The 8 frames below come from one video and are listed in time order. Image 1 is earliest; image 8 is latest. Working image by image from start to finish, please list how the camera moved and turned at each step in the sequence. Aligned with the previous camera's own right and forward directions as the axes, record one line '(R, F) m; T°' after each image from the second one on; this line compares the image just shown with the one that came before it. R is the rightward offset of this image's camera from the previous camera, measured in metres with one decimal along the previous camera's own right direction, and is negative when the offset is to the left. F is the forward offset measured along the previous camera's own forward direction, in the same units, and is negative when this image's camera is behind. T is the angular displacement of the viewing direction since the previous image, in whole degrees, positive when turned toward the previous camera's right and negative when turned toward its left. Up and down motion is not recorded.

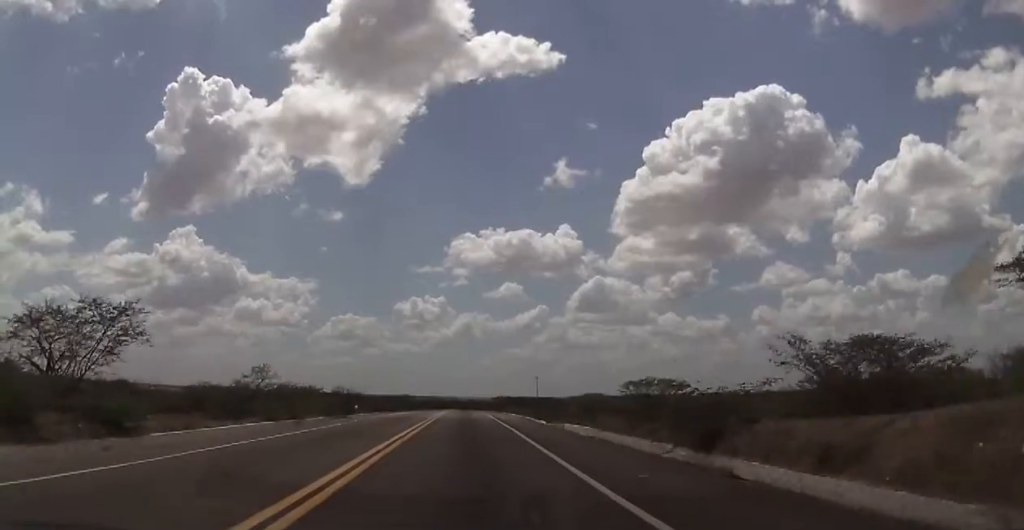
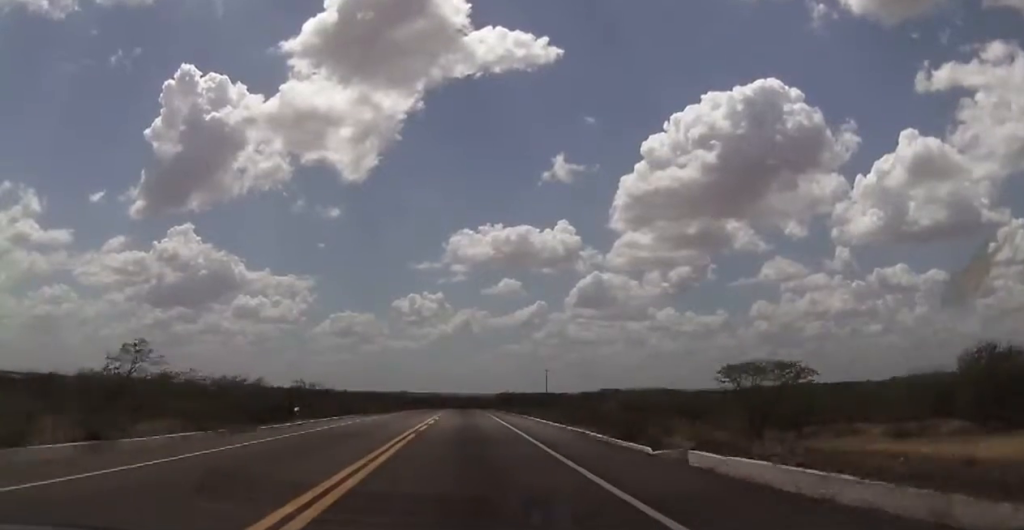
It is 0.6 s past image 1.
(+0.1, +20.3) m; 0°
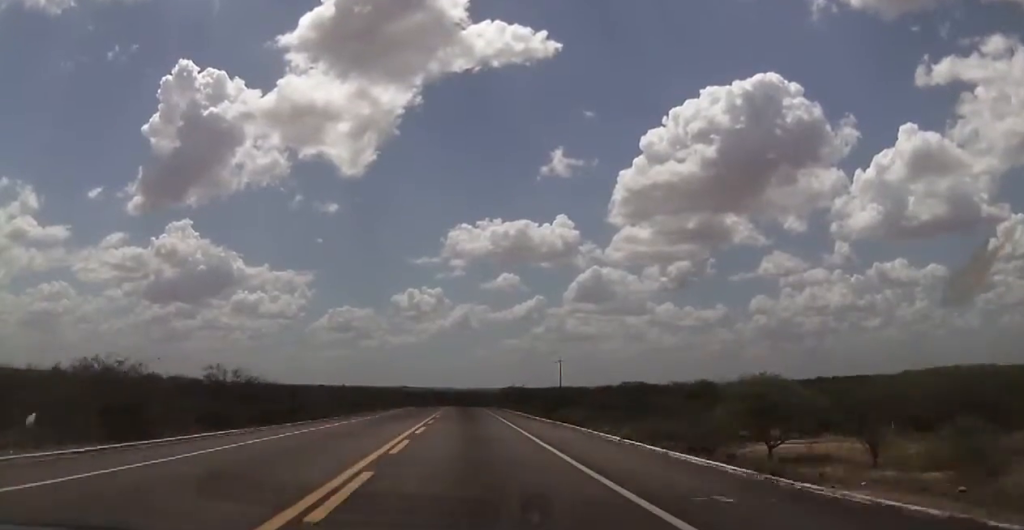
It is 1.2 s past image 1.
(0.0, +22.9) m; 0°
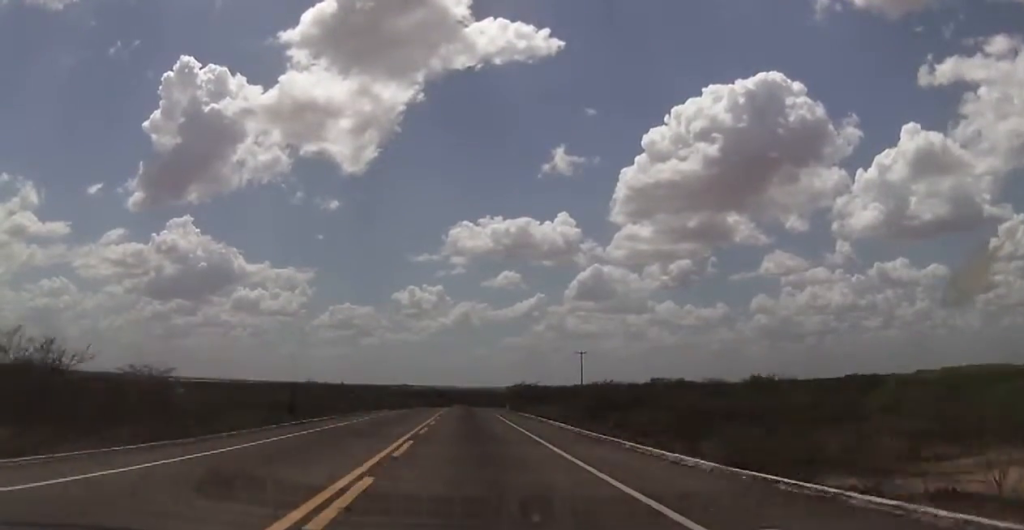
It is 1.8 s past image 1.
(0.0, +21.7) m; 0°
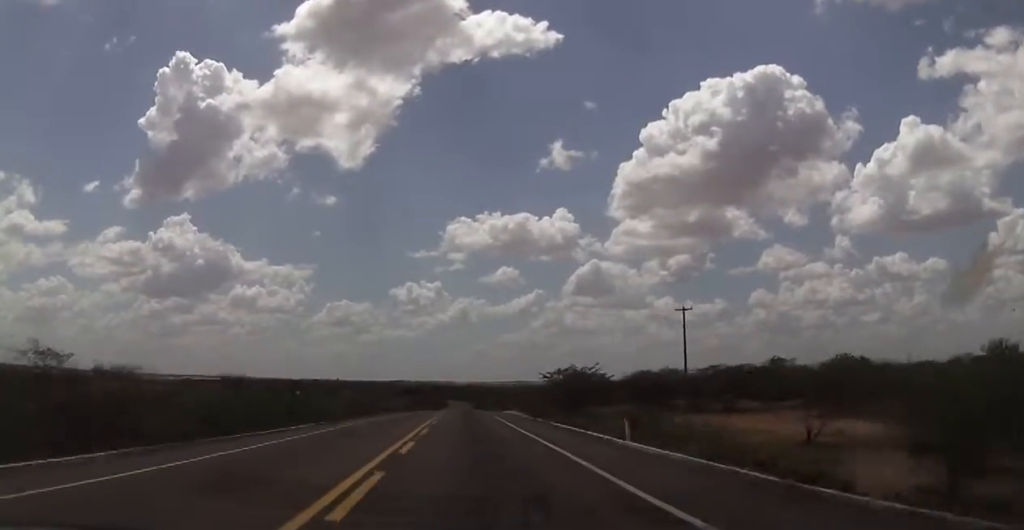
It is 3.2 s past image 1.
(0.0, +49.8) m; 0°
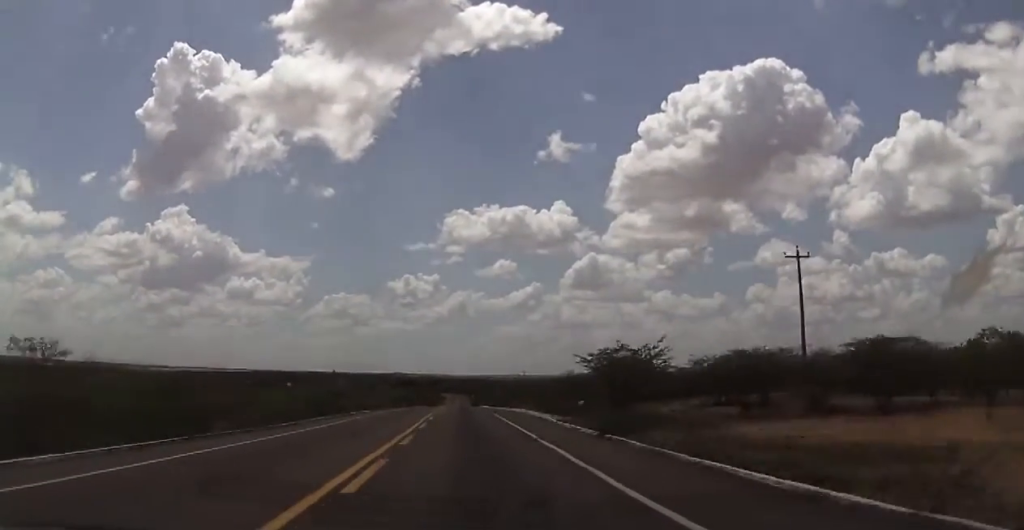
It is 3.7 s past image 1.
(0.0, +20.8) m; 0°
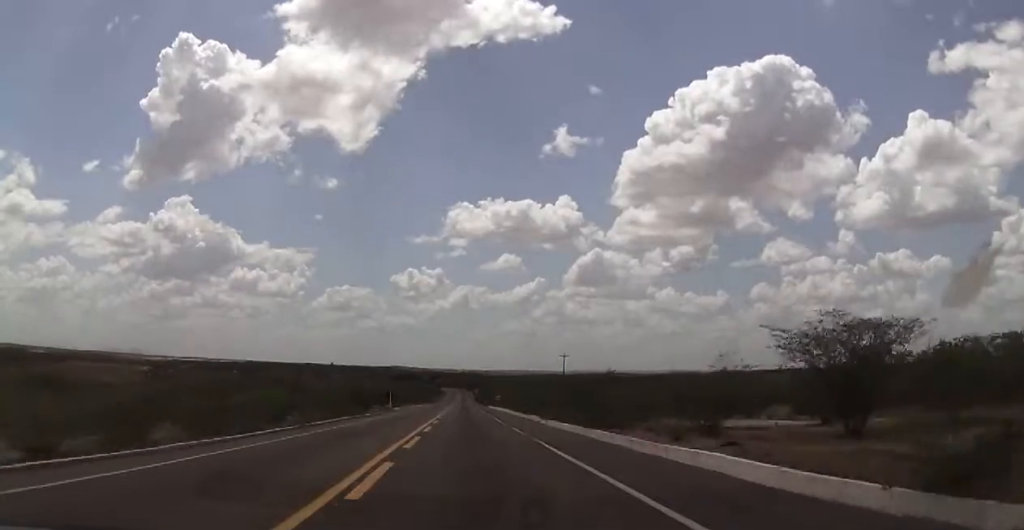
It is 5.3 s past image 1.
(0.0, +59.2) m; 0°
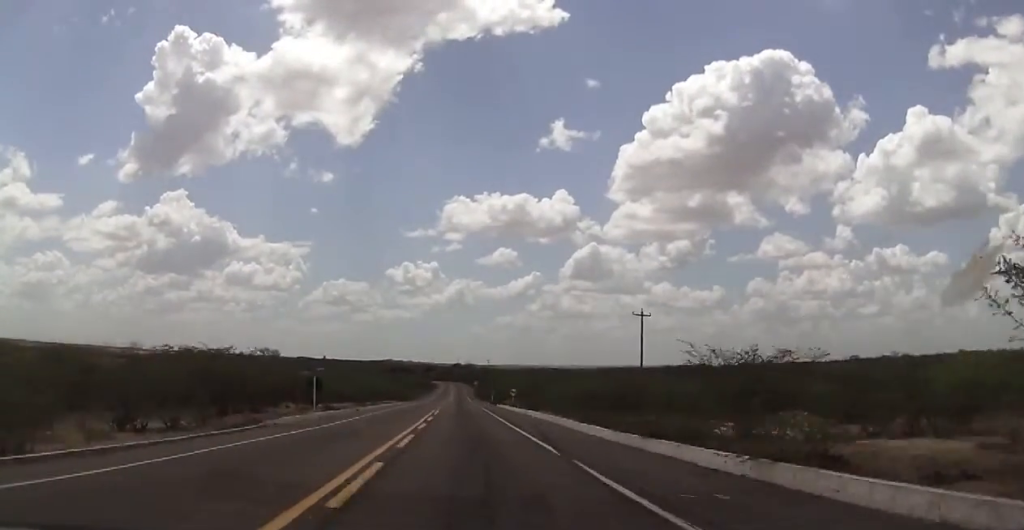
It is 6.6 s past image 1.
(0.0, +46.3) m; 0°
